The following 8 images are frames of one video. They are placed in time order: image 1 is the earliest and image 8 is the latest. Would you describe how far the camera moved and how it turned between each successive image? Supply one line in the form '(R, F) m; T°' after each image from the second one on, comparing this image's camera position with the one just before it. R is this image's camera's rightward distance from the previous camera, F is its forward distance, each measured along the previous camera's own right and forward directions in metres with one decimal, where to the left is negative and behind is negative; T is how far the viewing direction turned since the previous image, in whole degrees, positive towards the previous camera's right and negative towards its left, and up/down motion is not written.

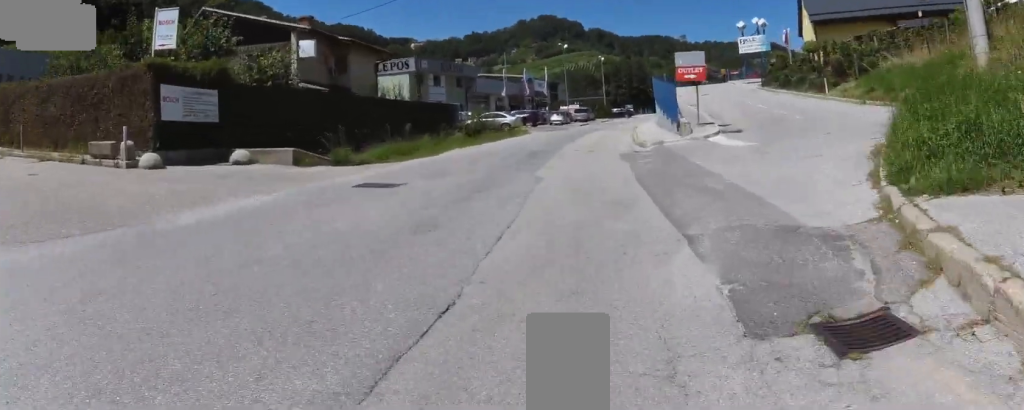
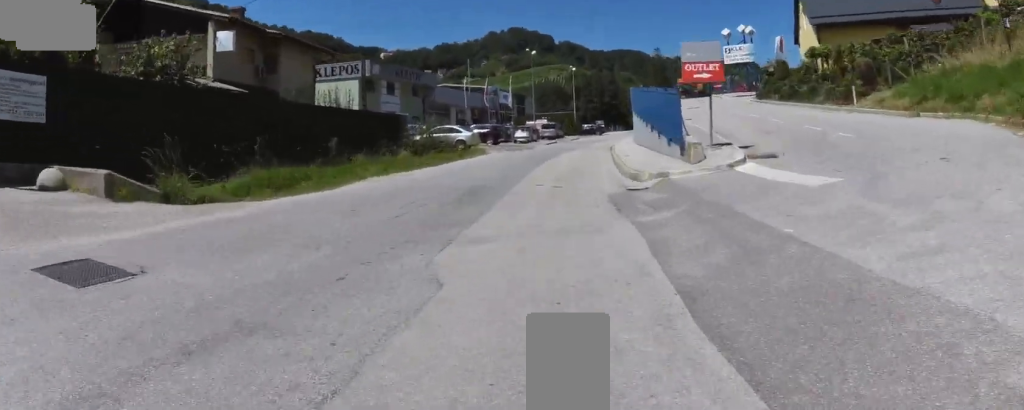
(+0.4, +5.8) m; +3°
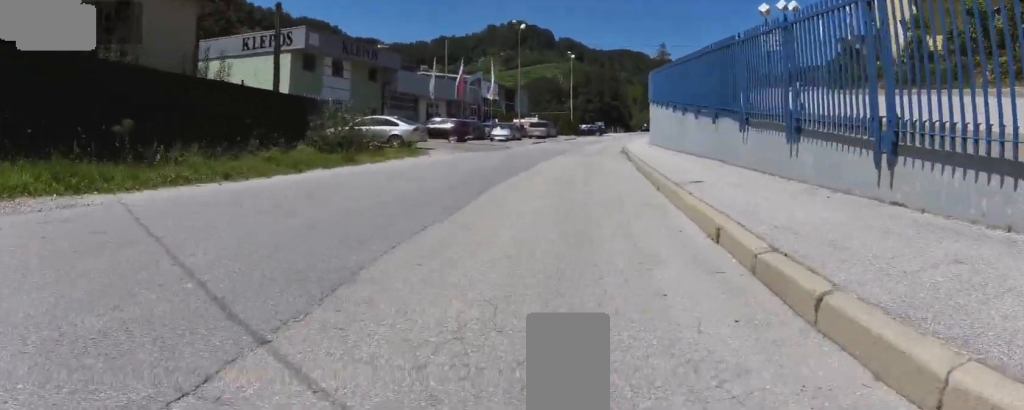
(0.0, +12.7) m; -3°
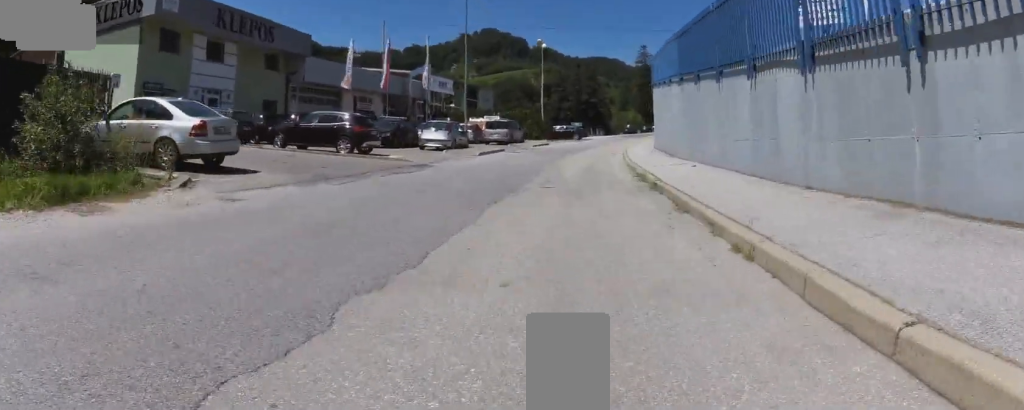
(+0.4, +13.3) m; +10°
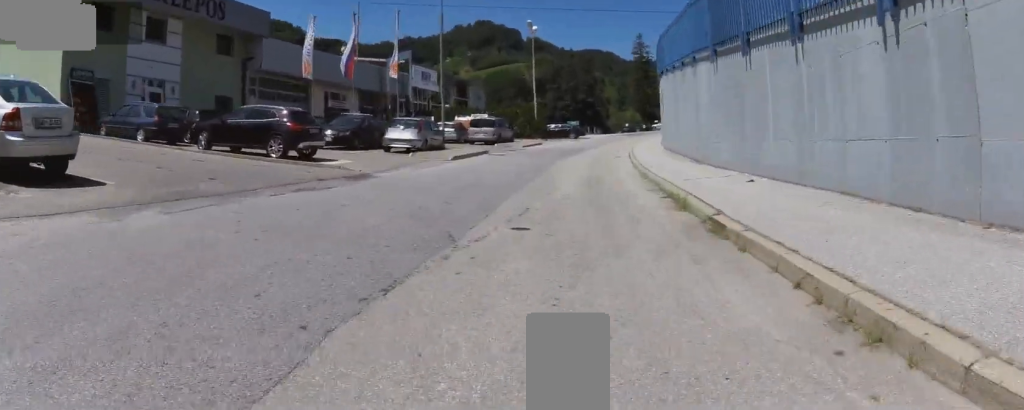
(+0.3, +4.8) m; +6°
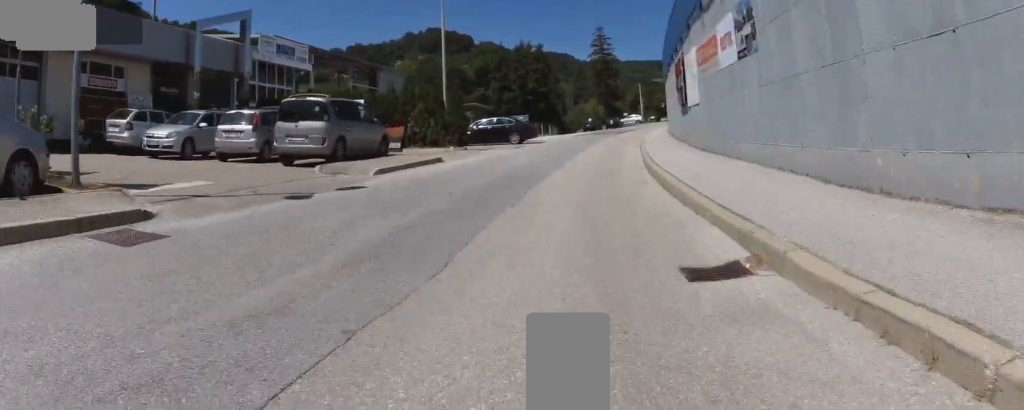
(+0.4, +19.4) m; +3°
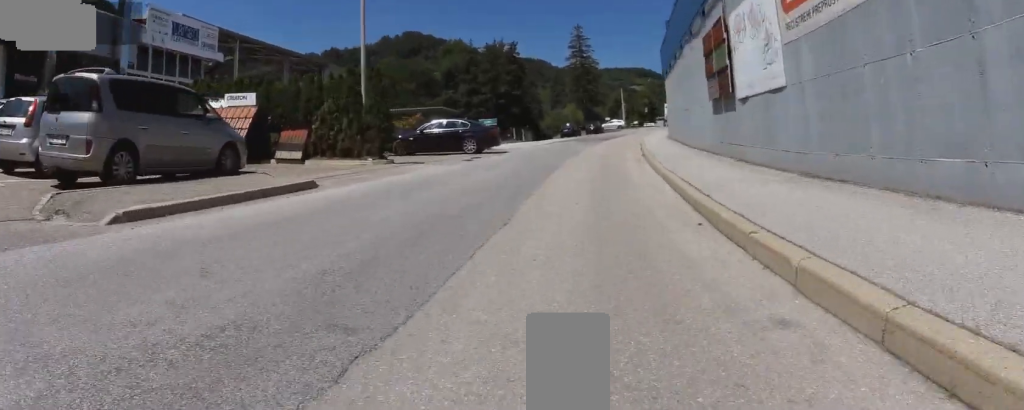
(+0.4, +7.3) m; +2°
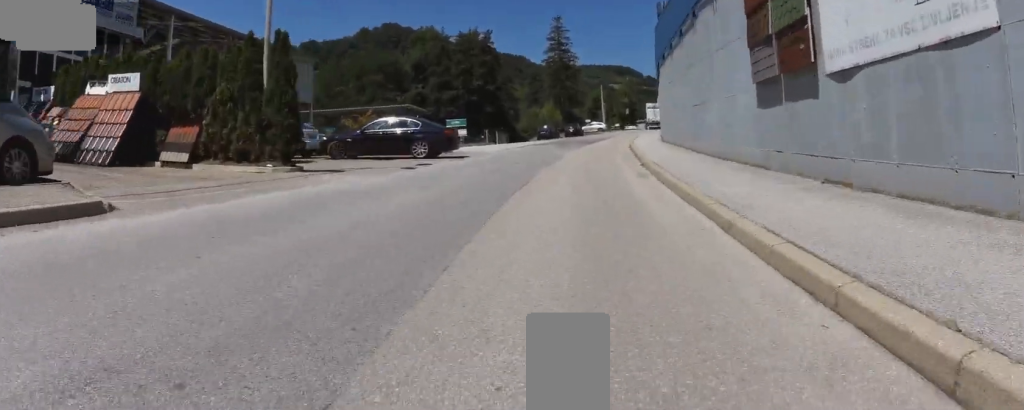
(+0.2, +4.6) m; +1°
